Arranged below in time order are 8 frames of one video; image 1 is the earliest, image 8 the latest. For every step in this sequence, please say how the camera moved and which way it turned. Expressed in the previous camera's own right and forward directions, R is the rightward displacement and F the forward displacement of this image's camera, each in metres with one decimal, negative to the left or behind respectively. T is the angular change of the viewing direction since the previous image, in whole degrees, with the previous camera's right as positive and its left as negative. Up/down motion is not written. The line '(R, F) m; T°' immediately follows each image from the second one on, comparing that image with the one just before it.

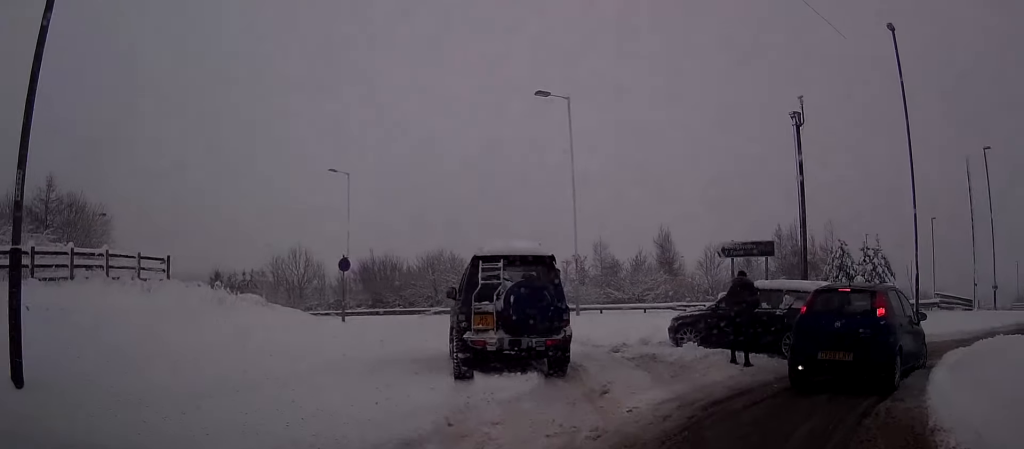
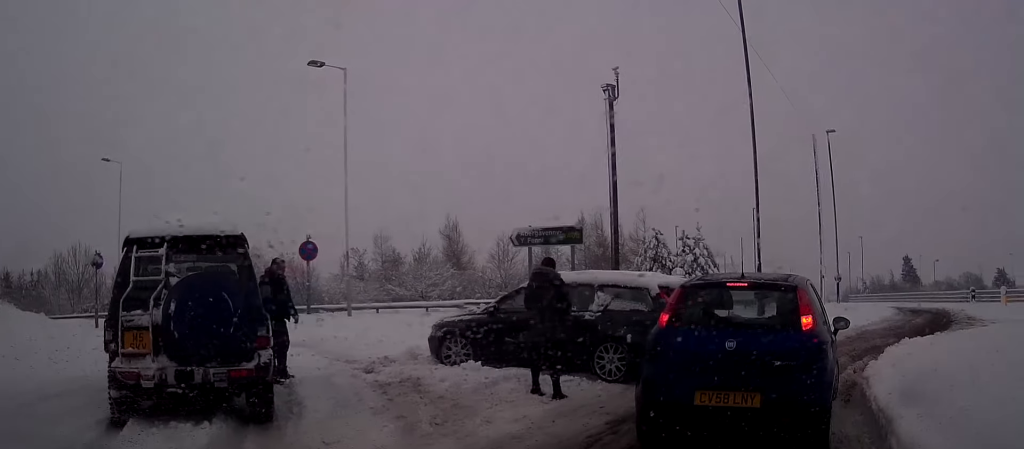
(+0.7, +3.9) m; +13°
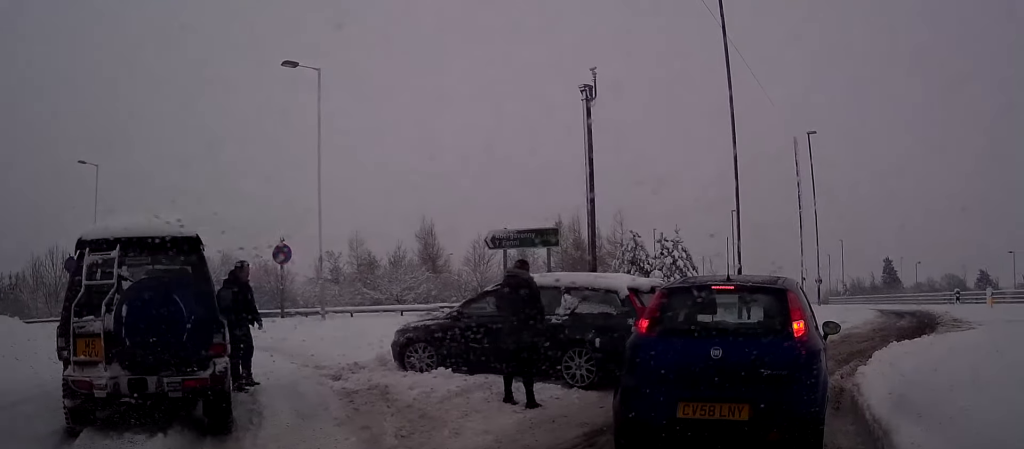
(0.0, +0.6) m; 0°
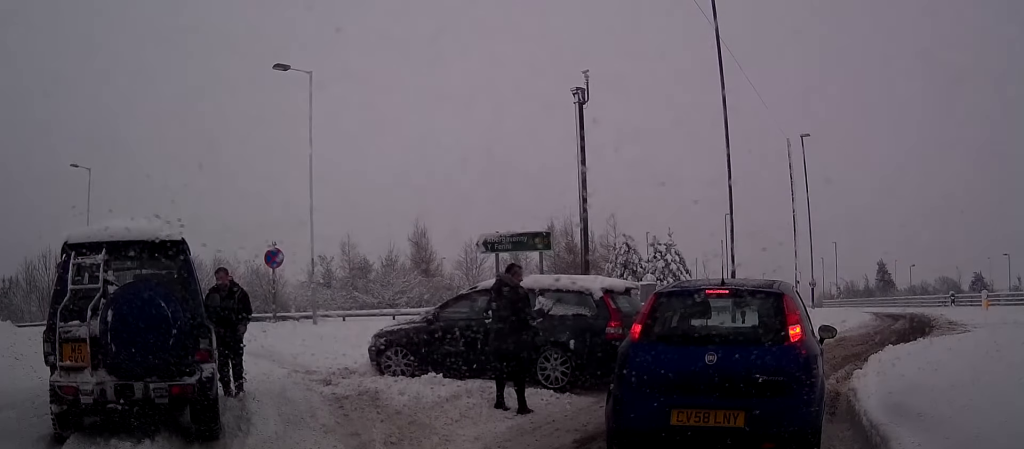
(0.0, +0.4) m; 0°
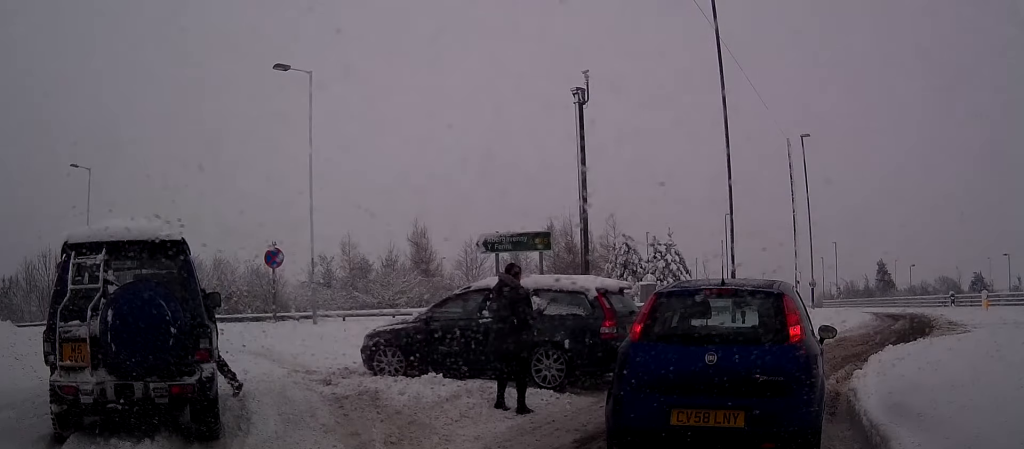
(0.0, 0.0) m; 0°
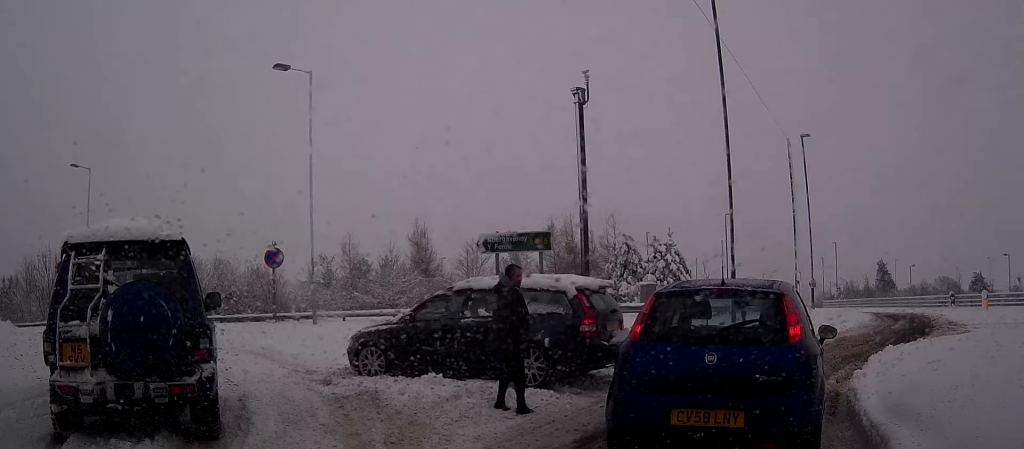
(0.0, +0.2) m; 0°
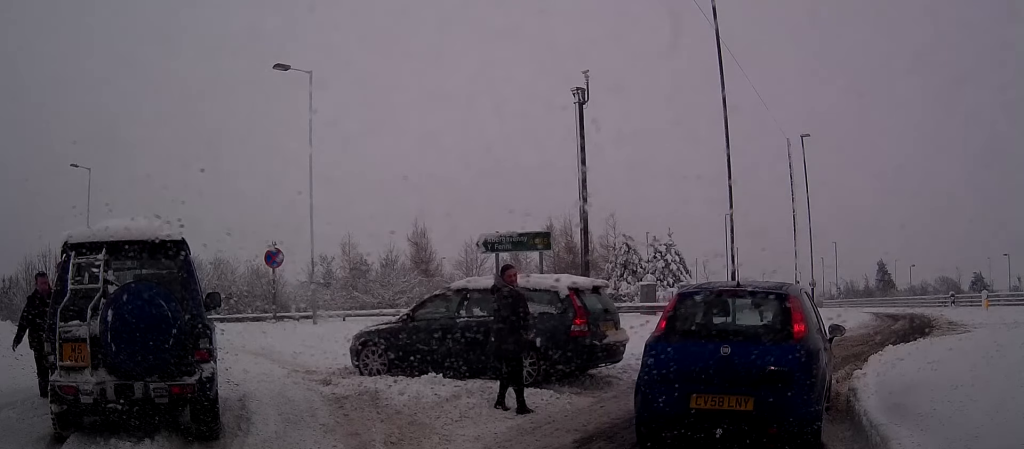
(0.0, 0.0) m; 0°
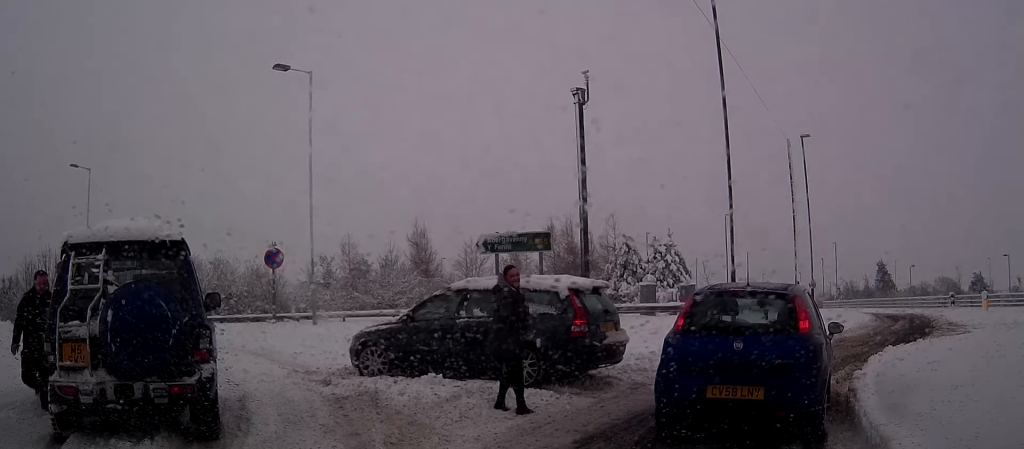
(0.0, 0.0) m; 0°
